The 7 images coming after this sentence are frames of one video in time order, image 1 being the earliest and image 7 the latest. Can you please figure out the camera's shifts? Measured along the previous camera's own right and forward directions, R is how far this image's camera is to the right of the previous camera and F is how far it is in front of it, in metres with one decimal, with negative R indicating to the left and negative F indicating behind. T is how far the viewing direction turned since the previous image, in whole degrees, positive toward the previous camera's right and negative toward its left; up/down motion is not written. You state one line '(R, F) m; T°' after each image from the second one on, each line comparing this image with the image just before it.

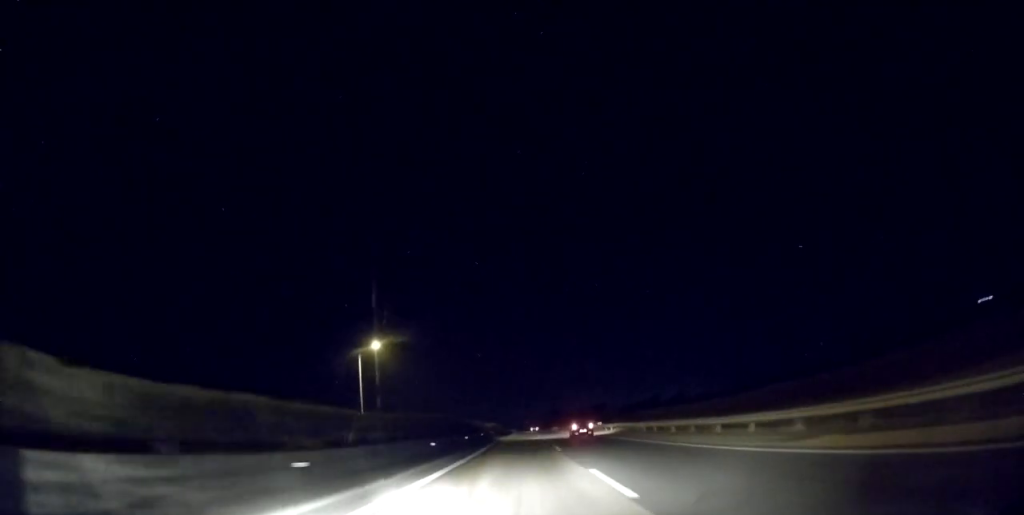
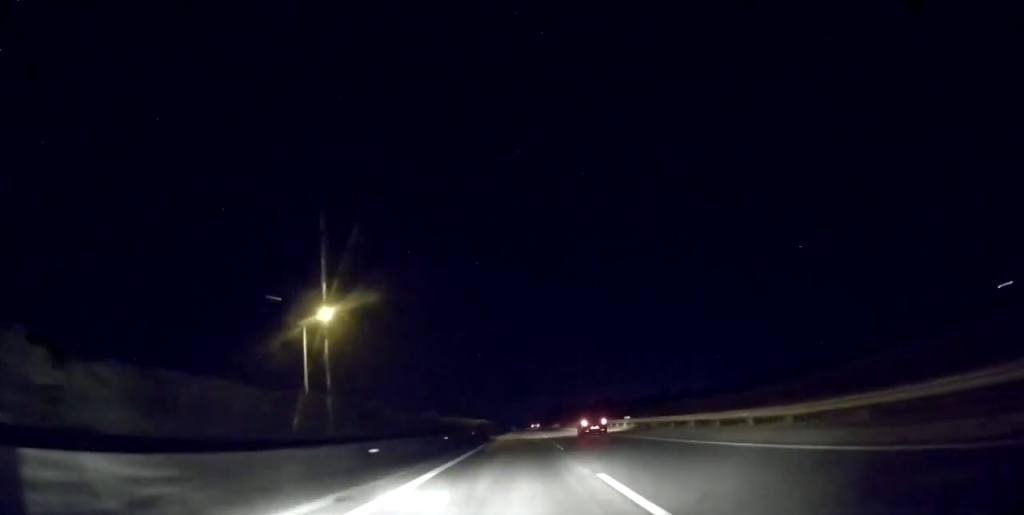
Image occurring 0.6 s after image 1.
(-0.2, +19.8) m; 0°
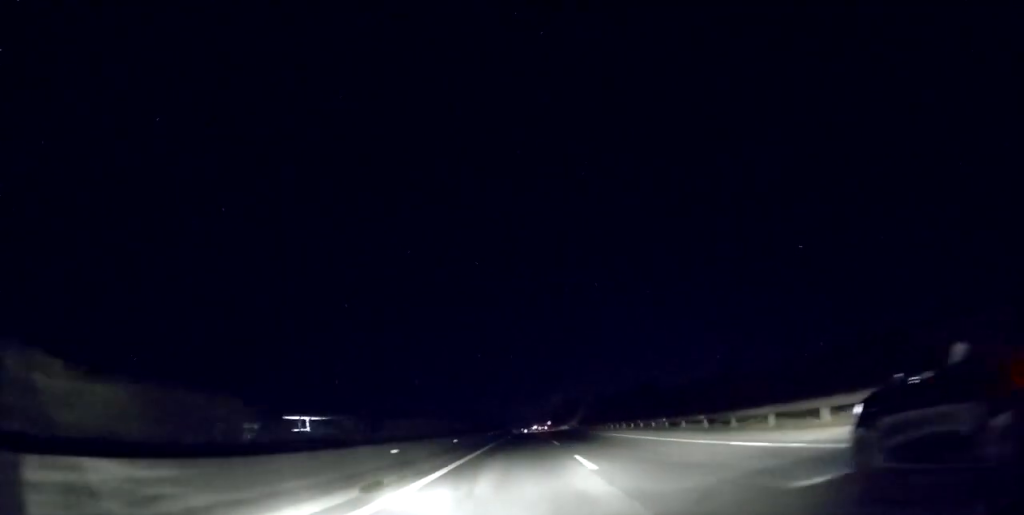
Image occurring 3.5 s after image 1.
(-0.3, +97.9) m; 0°
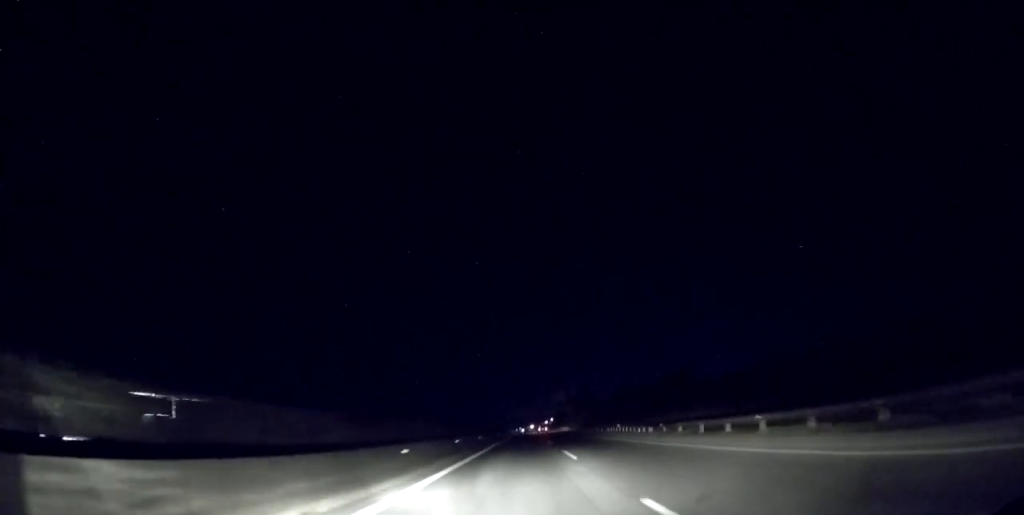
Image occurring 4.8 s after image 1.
(+0.6, +47.3) m; +1°
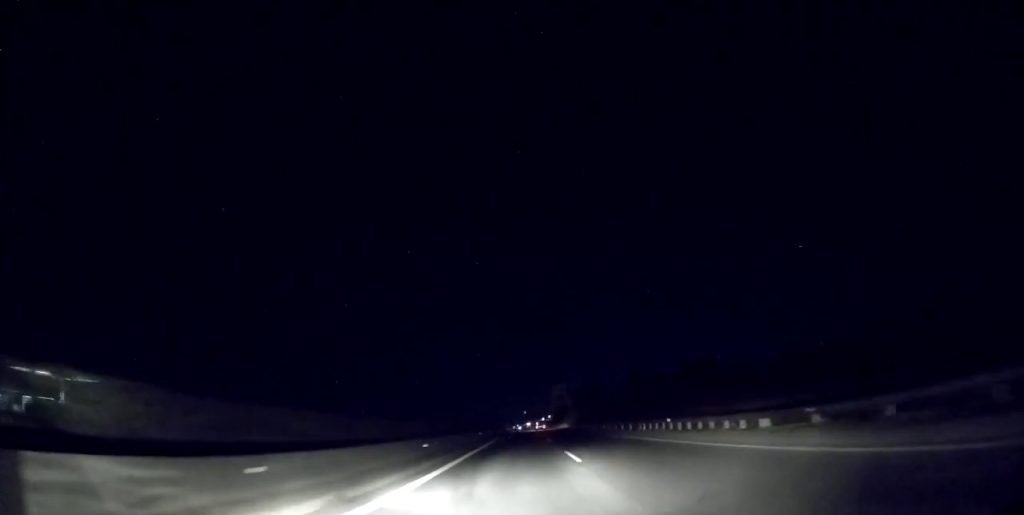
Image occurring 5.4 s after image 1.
(0.0, +20.4) m; 0°
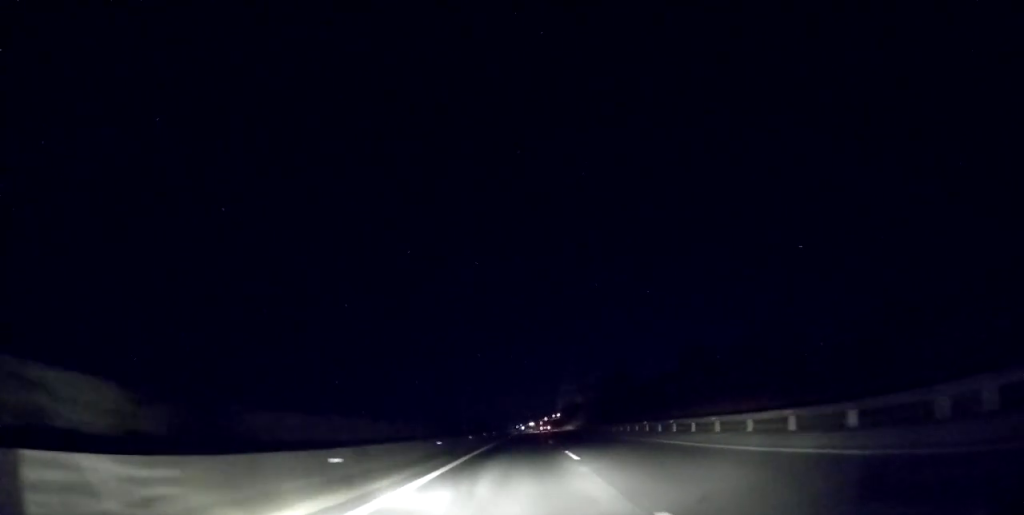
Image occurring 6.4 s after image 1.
(-0.3, +34.2) m; -1°
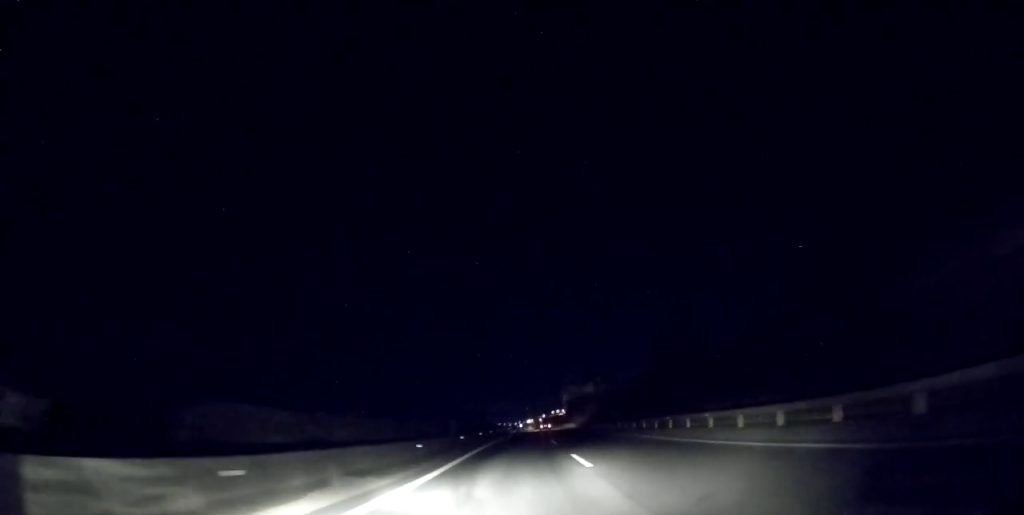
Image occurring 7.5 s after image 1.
(-0.1, +39.1) m; 0°
